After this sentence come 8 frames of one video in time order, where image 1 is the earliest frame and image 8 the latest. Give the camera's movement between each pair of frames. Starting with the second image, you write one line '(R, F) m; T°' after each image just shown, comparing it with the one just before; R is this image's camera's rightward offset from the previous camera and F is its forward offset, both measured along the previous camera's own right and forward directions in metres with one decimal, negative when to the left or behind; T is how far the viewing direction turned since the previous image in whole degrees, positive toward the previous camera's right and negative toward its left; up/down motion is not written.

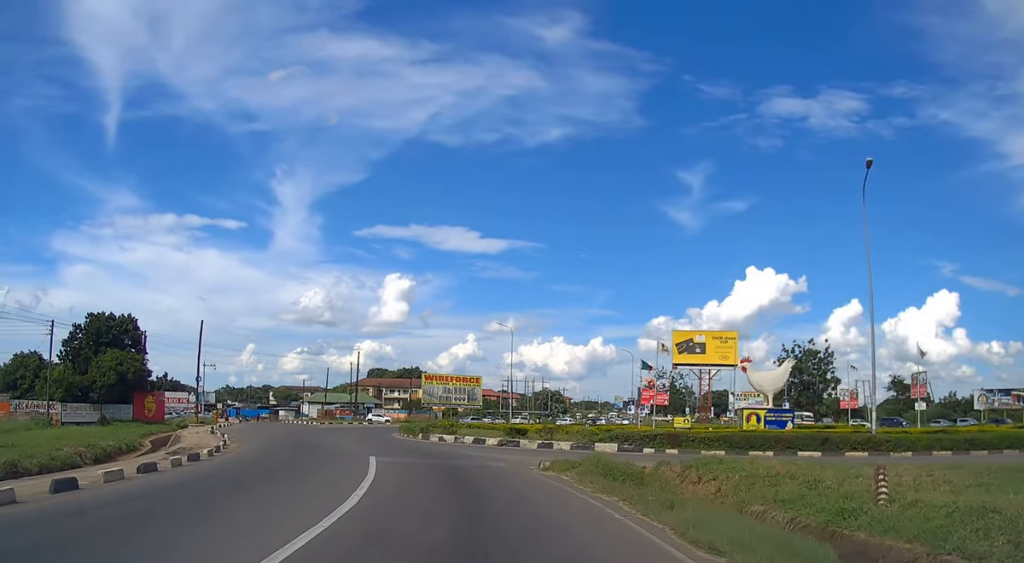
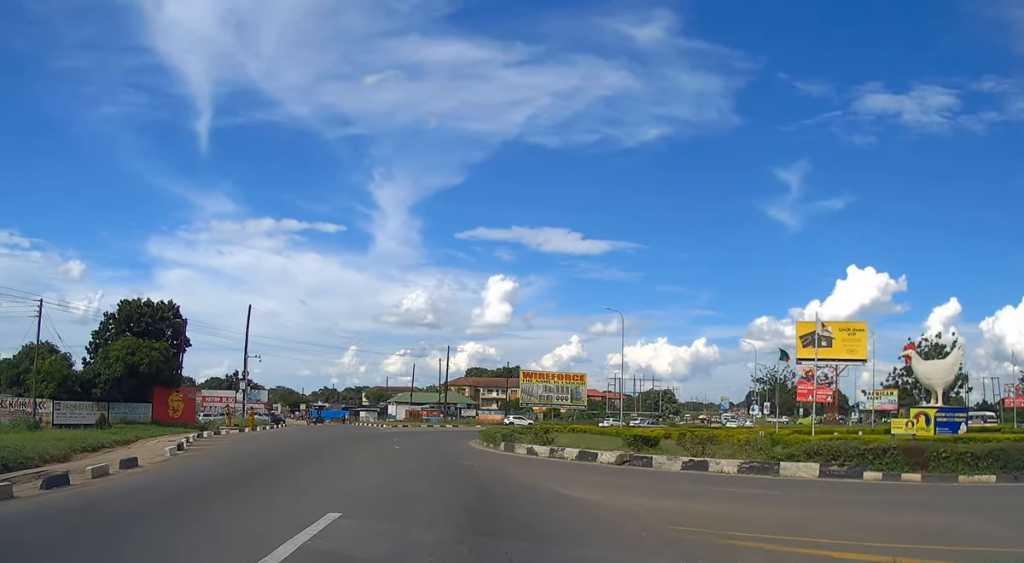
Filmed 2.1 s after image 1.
(-0.8, +16.3) m; -10°
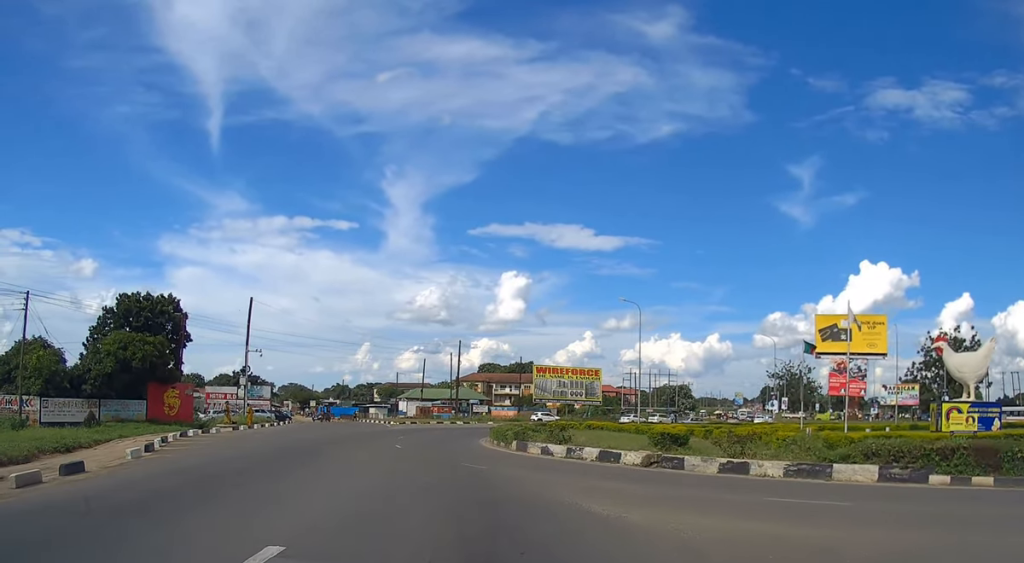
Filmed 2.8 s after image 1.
(-0.2, +3.9) m; -5°
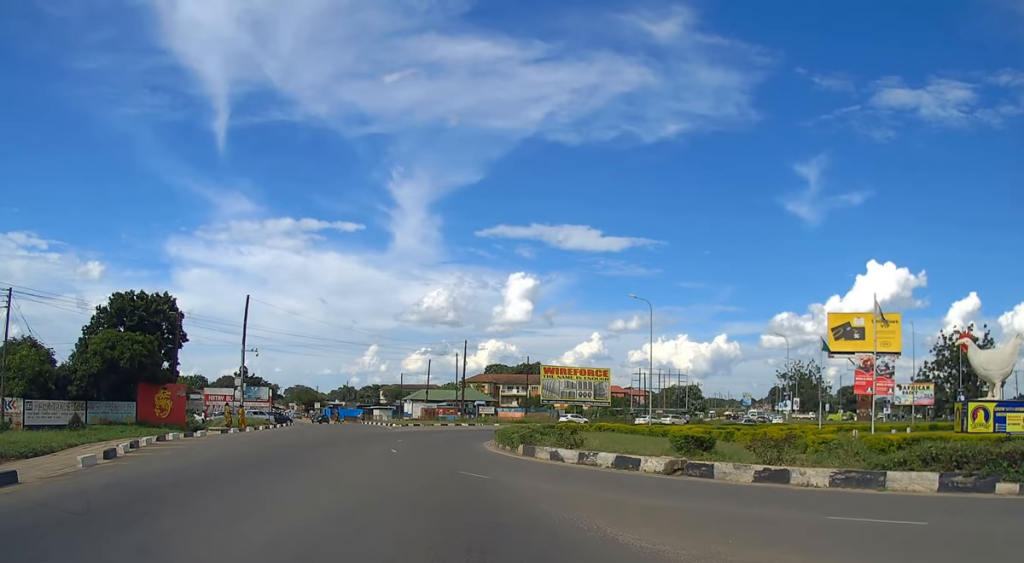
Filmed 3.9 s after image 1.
(-0.3, +4.3) m; -5°
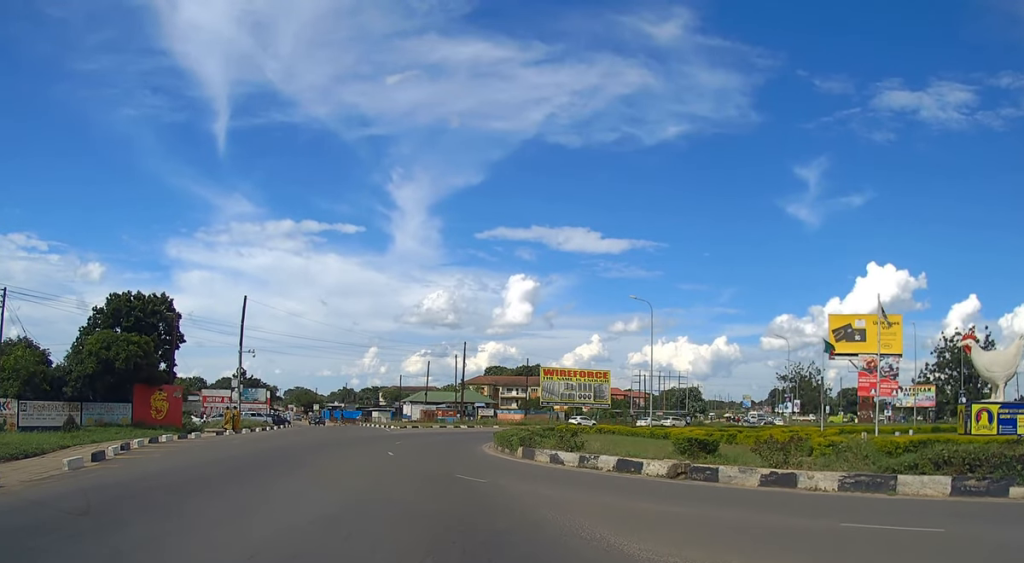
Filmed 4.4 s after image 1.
(-0.1, +1.2) m; +1°
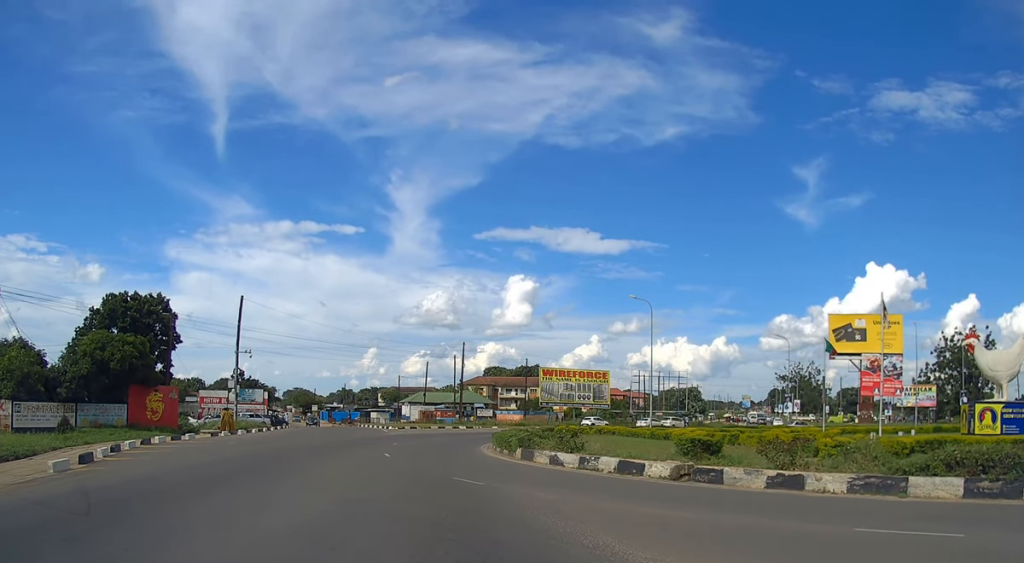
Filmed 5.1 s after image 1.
(0.0, +1.1) m; +1°
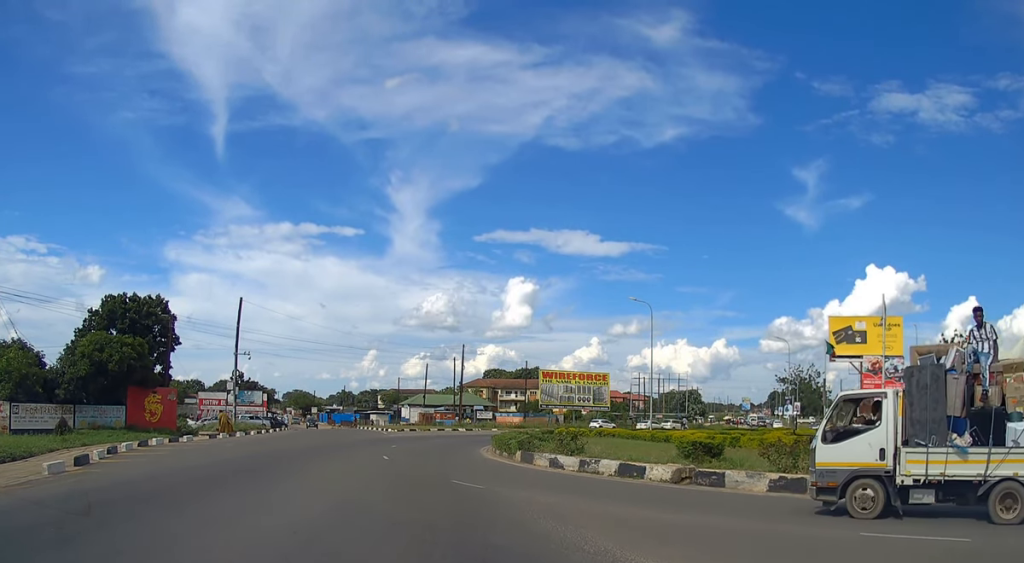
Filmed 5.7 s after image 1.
(+0.1, +0.4) m; 0°
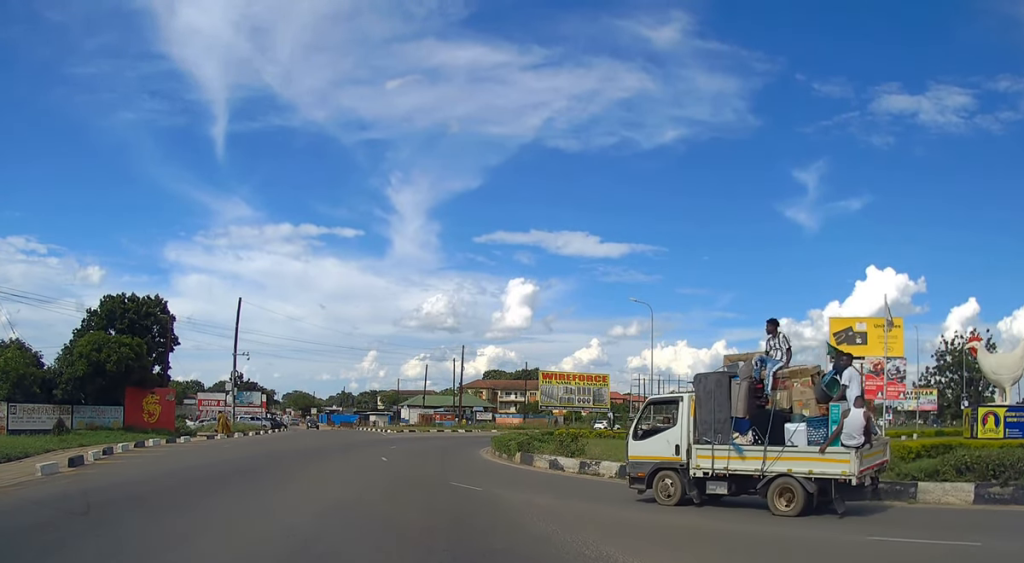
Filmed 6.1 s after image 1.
(0.0, +0.1) m; 0°
